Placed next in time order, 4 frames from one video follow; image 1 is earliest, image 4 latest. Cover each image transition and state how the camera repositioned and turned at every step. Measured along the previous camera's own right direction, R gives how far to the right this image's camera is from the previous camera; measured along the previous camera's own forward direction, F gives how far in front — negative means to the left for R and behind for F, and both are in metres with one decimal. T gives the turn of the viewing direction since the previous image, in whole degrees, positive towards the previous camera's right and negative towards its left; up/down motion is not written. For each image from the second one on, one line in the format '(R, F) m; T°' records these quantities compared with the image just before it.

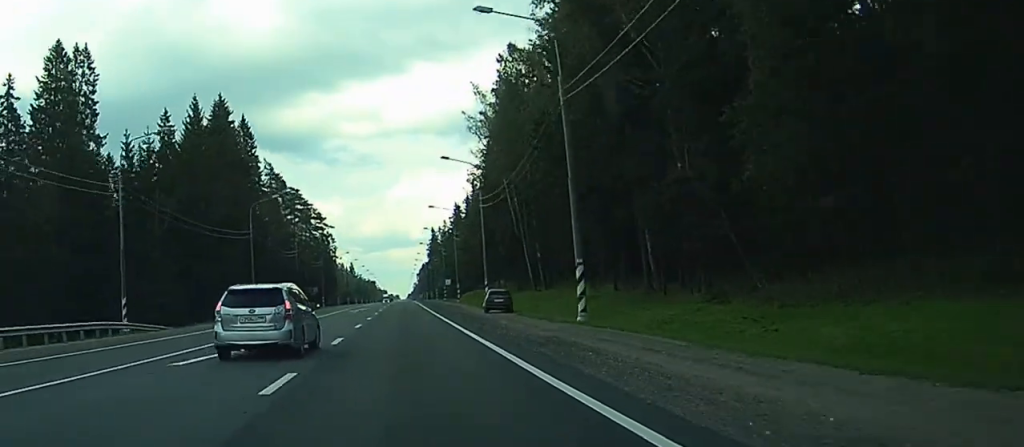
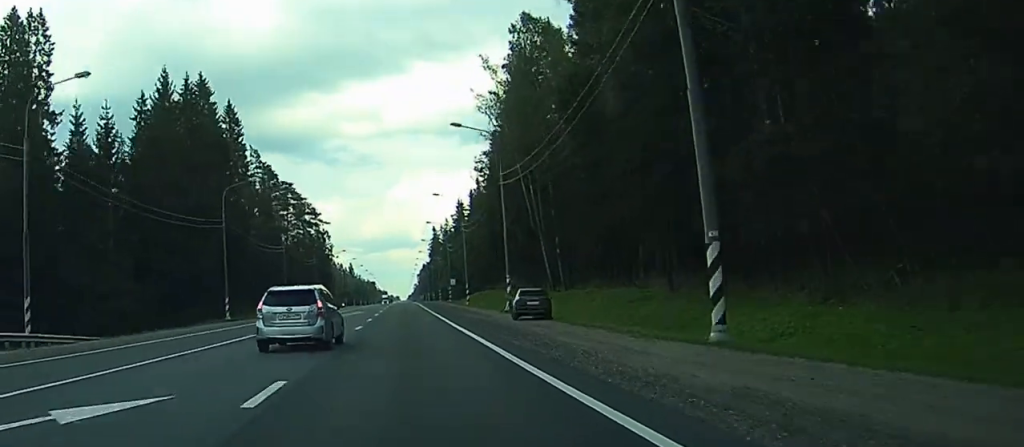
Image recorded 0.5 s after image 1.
(0.0, +13.1) m; 0°
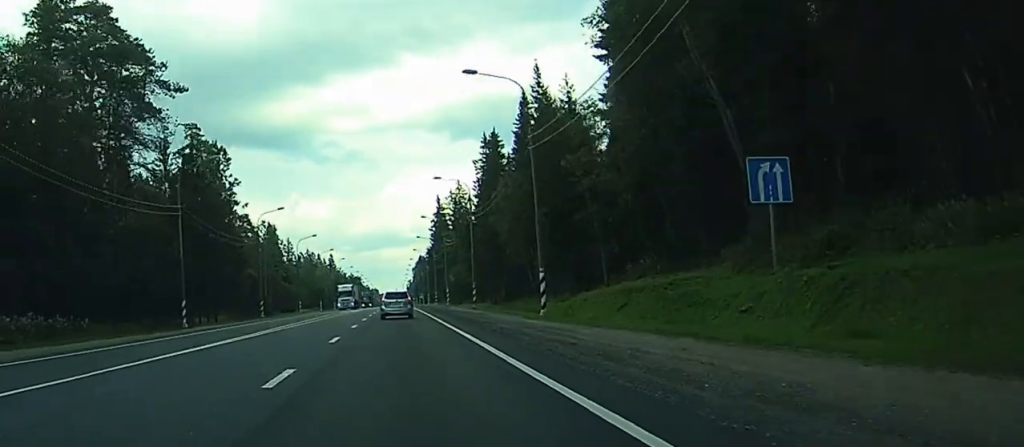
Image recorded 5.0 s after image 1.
(-1.3, +117.4) m; -2°
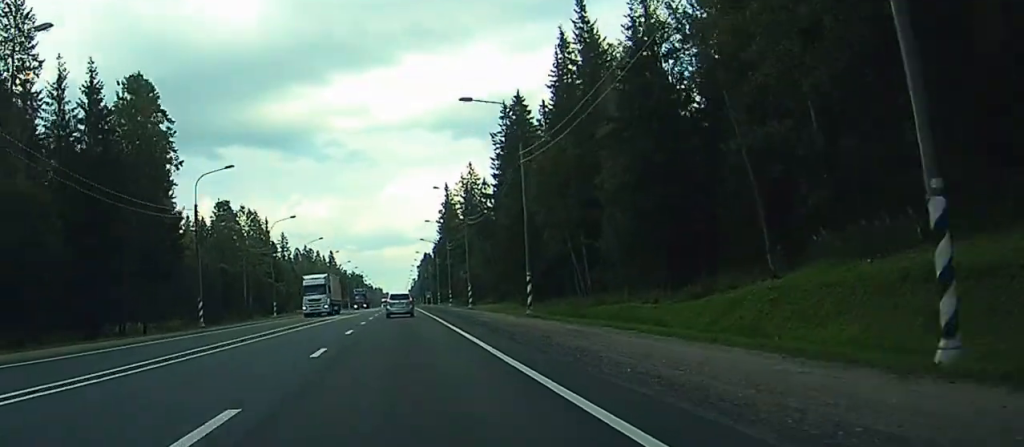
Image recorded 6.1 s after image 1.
(-0.3, +29.6) m; +2°
